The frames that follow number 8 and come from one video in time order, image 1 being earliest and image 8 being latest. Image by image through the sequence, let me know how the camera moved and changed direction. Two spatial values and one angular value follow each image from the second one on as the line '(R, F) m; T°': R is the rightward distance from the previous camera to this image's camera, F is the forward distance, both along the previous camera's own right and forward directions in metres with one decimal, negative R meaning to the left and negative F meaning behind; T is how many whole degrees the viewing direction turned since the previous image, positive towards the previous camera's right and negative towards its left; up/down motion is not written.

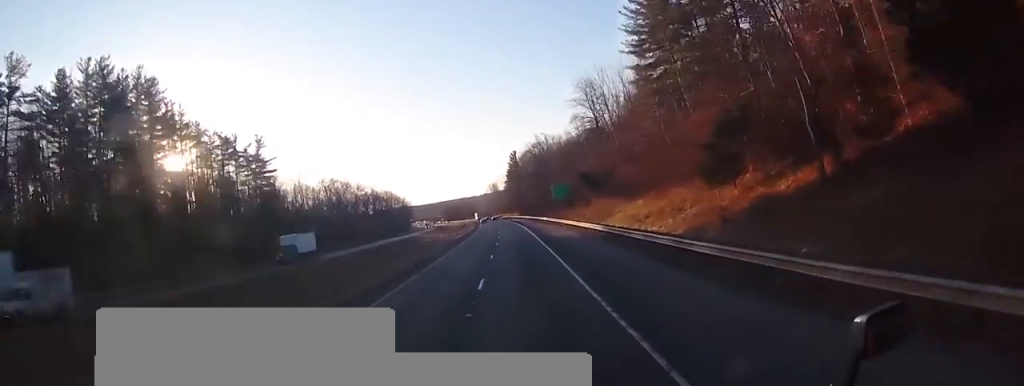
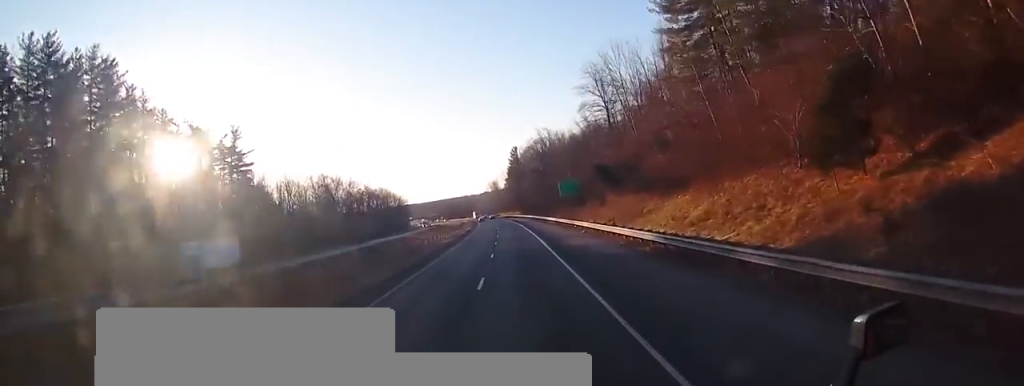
(-0.1, +12.8) m; 0°
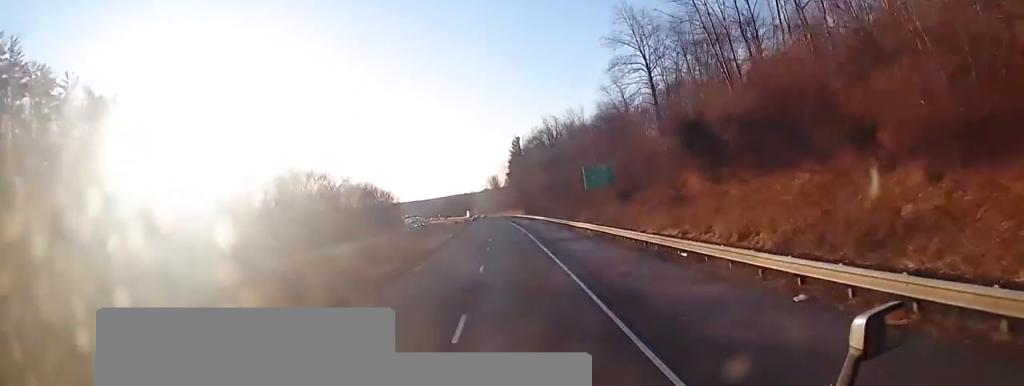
(+0.1, +32.5) m; 0°
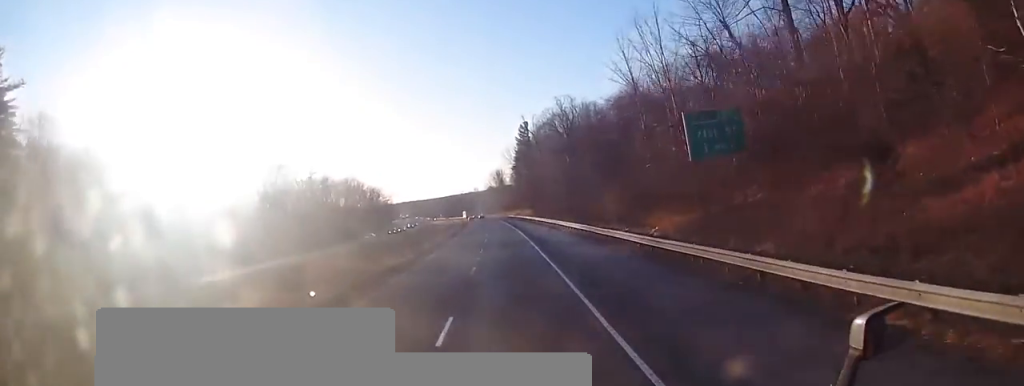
(-0.2, +37.4) m; 0°
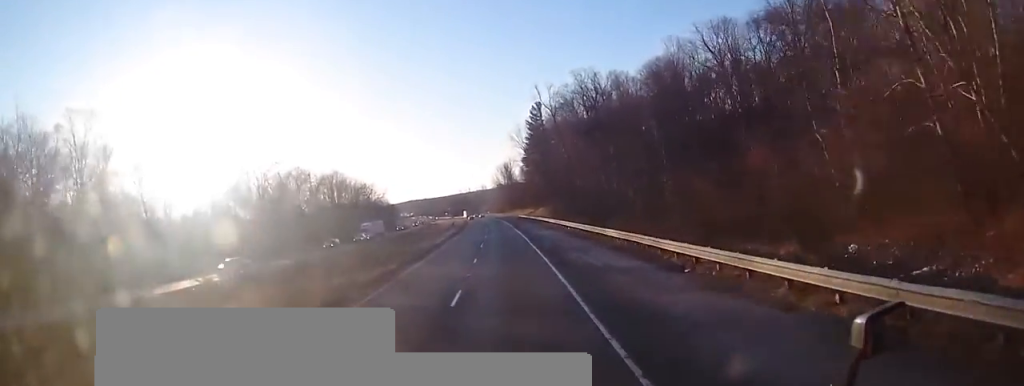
(+0.1, +32.2) m; -1°
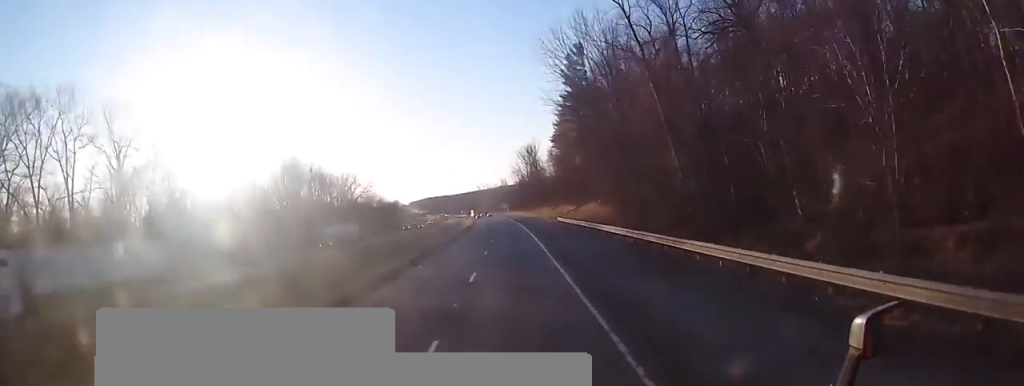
(-1.1, +56.6) m; -2°
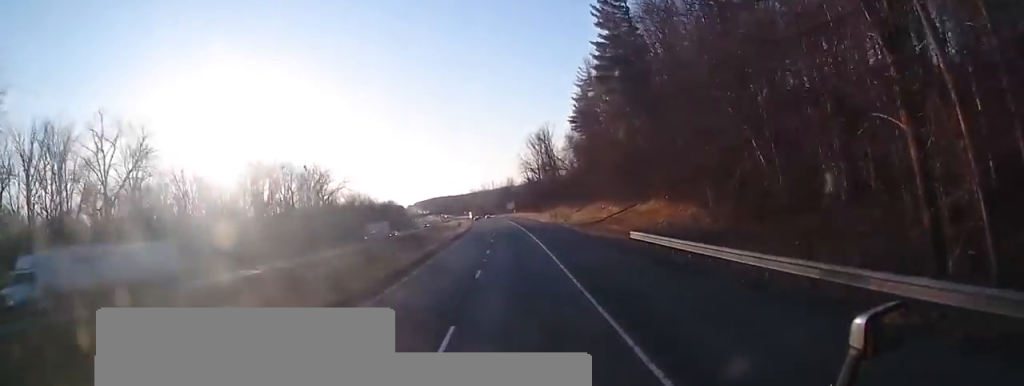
(-0.8, +36.0) m; -1°
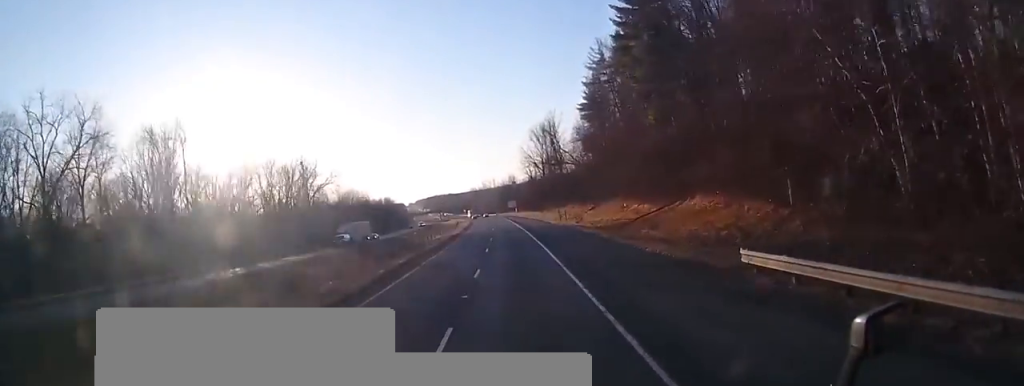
(+0.1, +12.2) m; 0°
